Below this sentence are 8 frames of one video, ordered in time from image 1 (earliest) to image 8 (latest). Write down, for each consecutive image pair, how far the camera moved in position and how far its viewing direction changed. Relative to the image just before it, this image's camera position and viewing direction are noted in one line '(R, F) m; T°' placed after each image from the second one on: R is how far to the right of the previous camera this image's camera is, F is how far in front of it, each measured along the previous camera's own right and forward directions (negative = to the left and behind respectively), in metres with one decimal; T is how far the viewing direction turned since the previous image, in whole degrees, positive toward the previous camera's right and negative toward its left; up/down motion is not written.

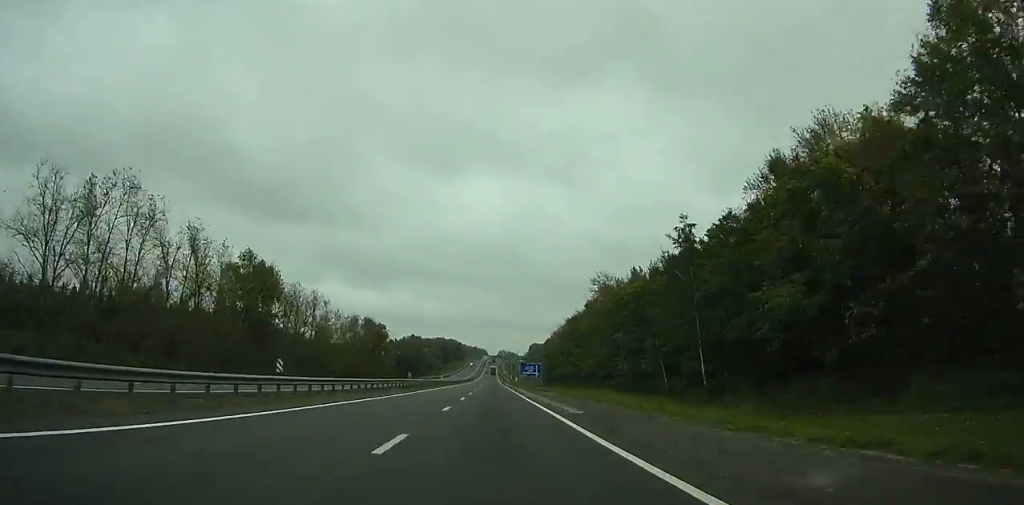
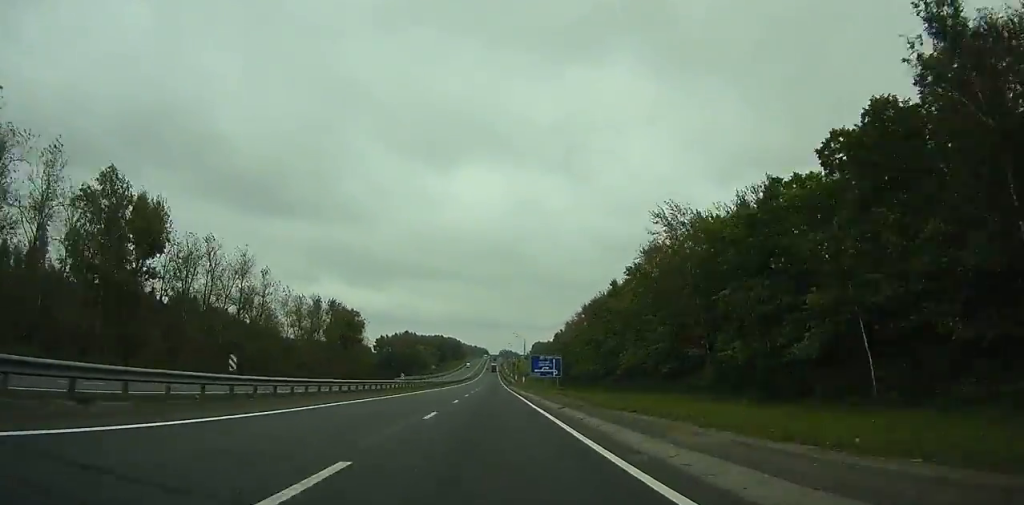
(+5.5, +39.6) m; -3°
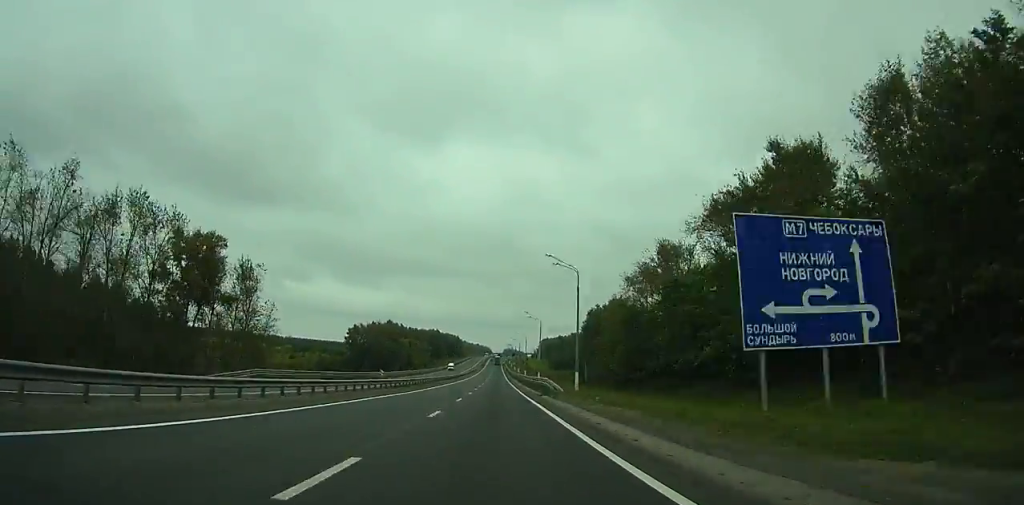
(-11.8, +83.6) m; -7°
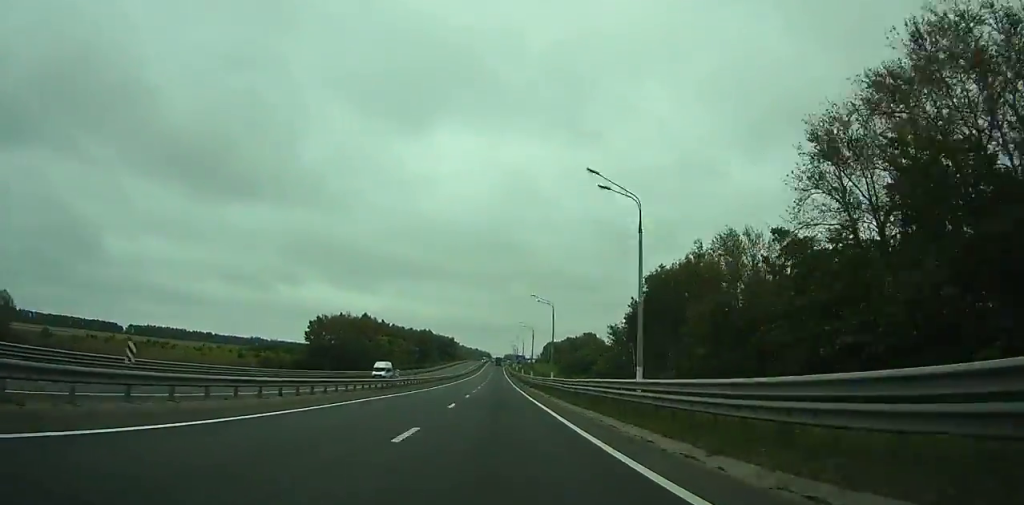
(+1.5, +67.1) m; +2°
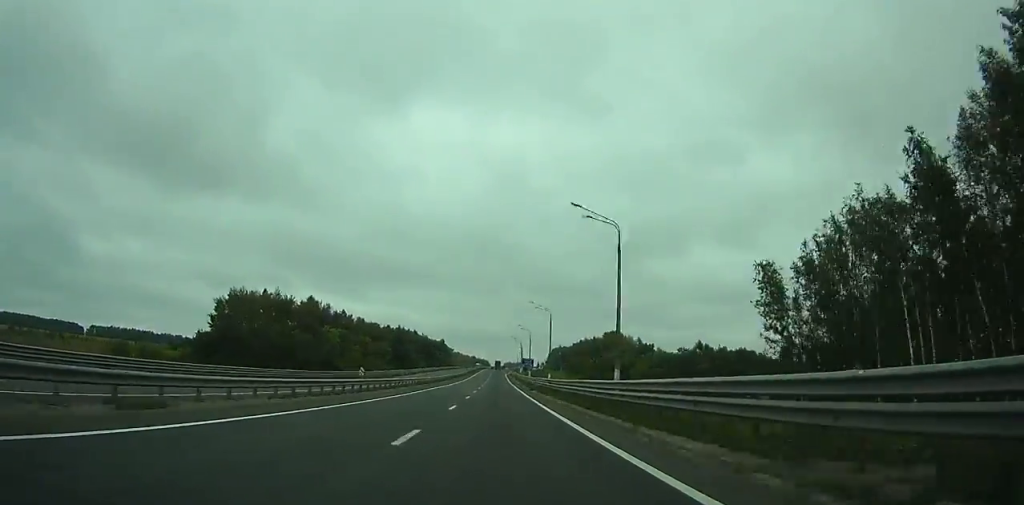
(+3.5, +86.8) m; +3°
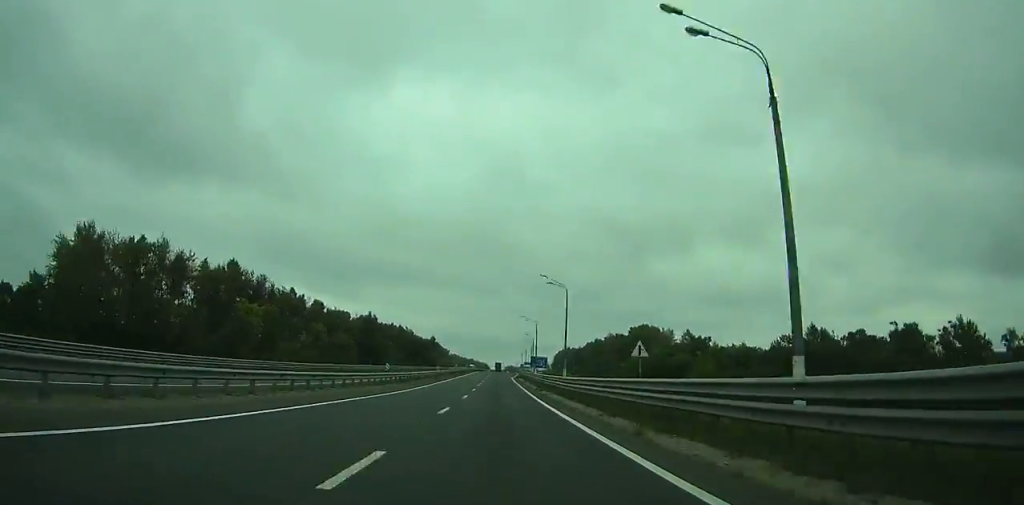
(+0.2, +64.0) m; 0°
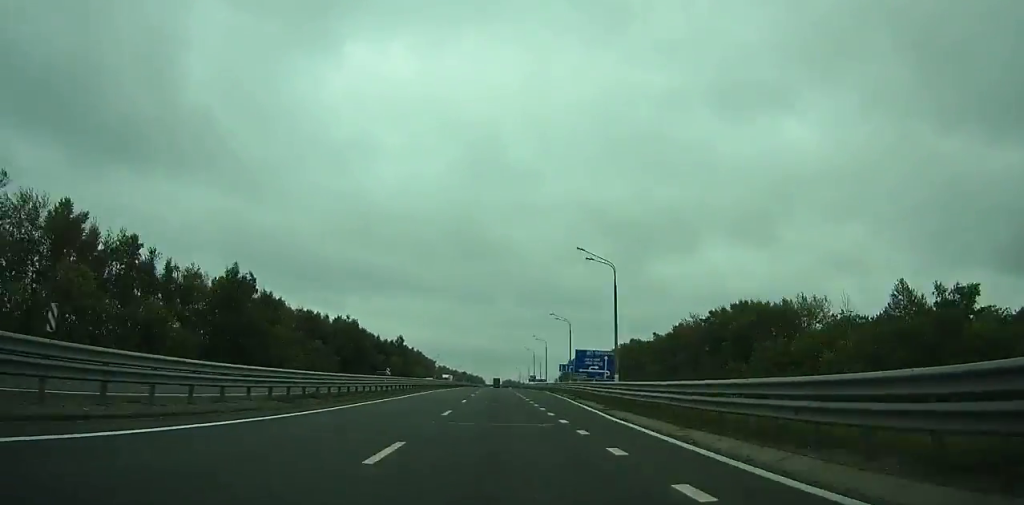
(+0.1, +107.7) m; 0°
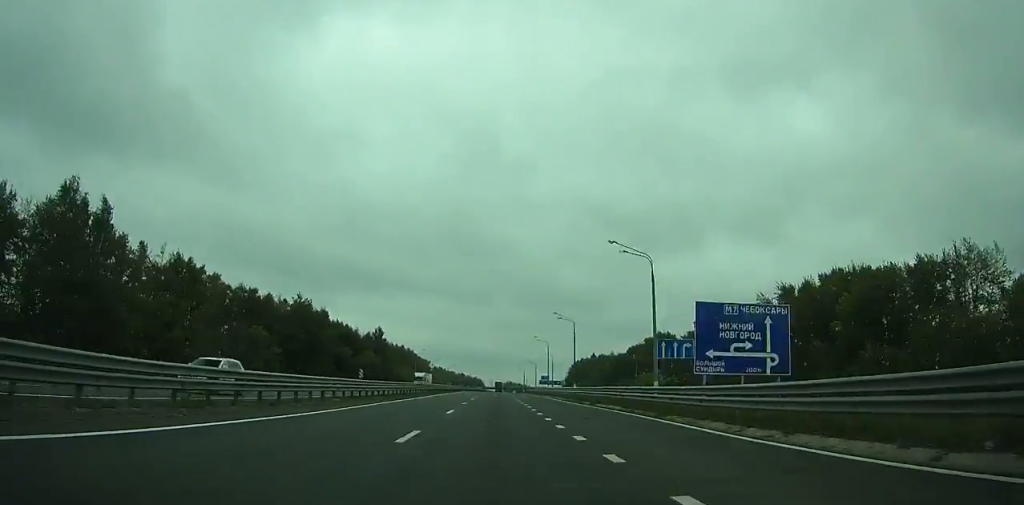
(0.0, +44.0) m; 0°
